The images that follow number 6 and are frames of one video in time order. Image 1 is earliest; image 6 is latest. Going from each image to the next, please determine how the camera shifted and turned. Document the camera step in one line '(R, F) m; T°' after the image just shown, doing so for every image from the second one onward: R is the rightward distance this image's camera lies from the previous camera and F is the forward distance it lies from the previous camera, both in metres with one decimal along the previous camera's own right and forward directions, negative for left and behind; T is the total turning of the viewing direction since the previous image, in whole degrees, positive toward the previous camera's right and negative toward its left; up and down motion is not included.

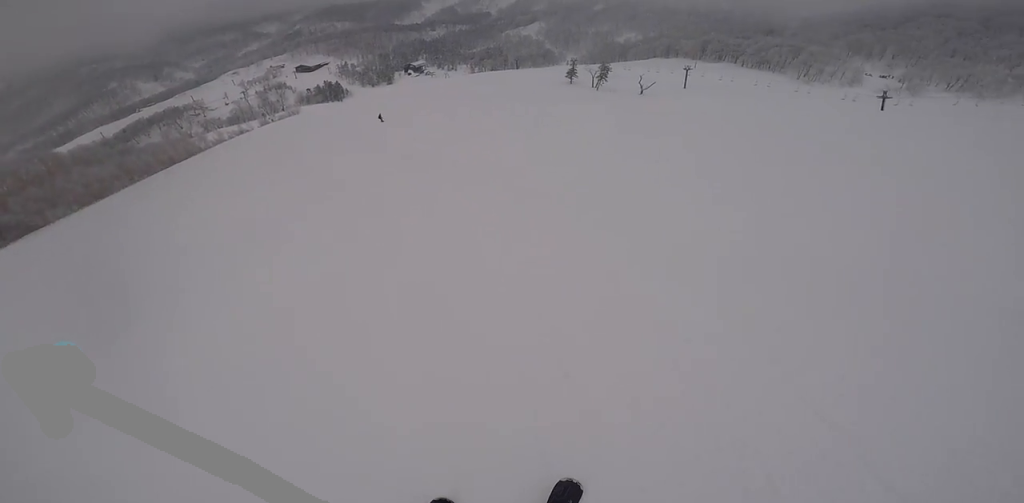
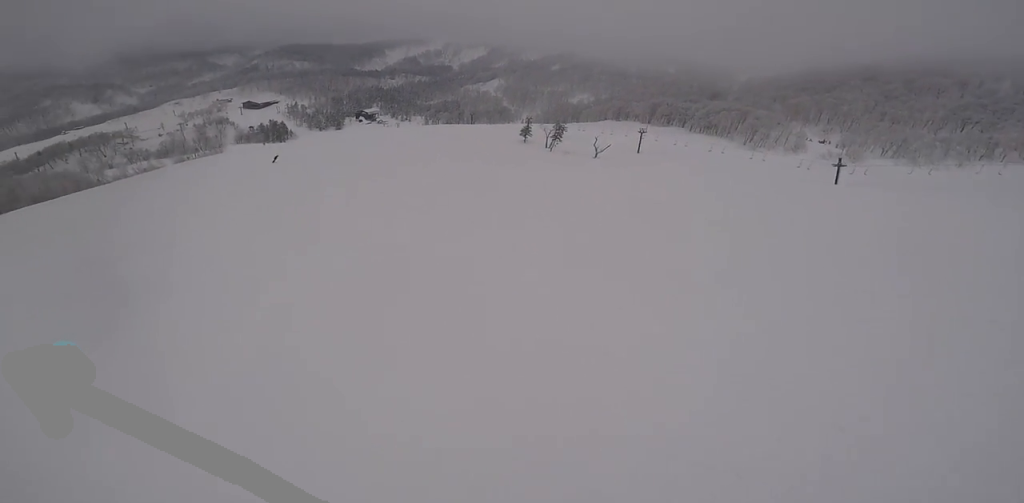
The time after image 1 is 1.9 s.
(+1.9, +14.8) m; -14°
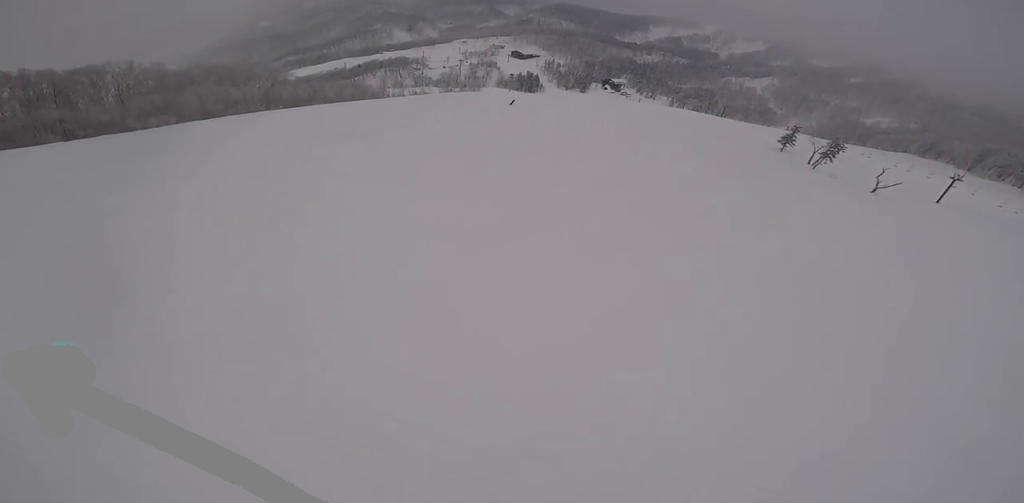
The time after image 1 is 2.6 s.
(-2.8, +5.1) m; -23°
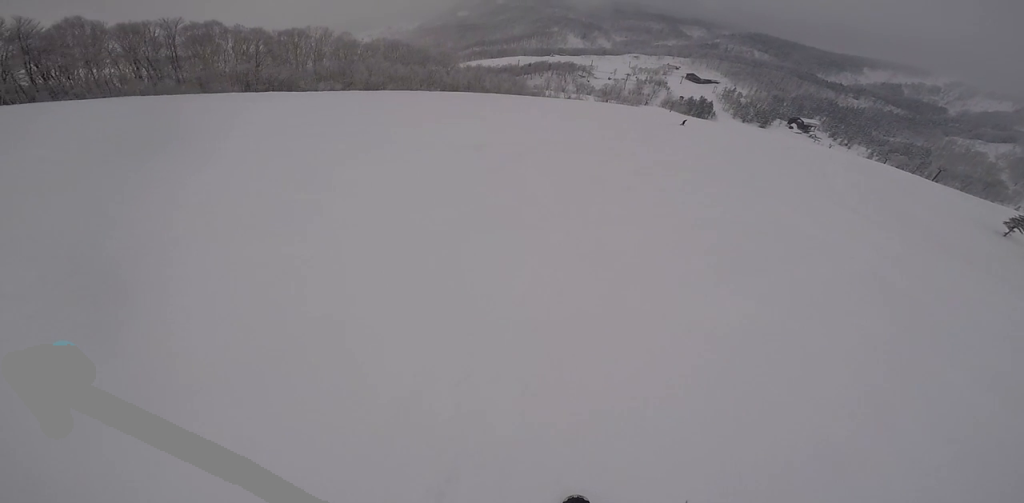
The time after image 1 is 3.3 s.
(-1.0, +5.8) m; -16°
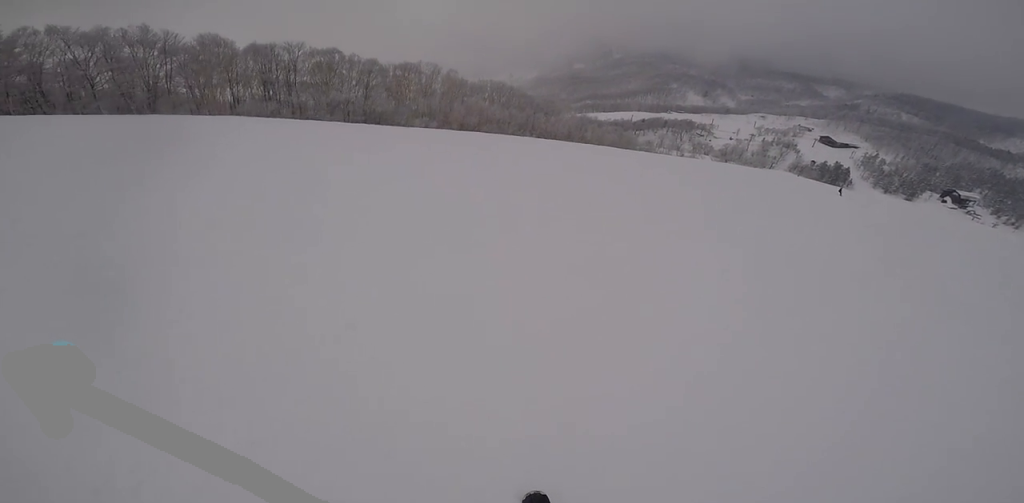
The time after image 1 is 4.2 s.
(-0.5, +6.9) m; -9°
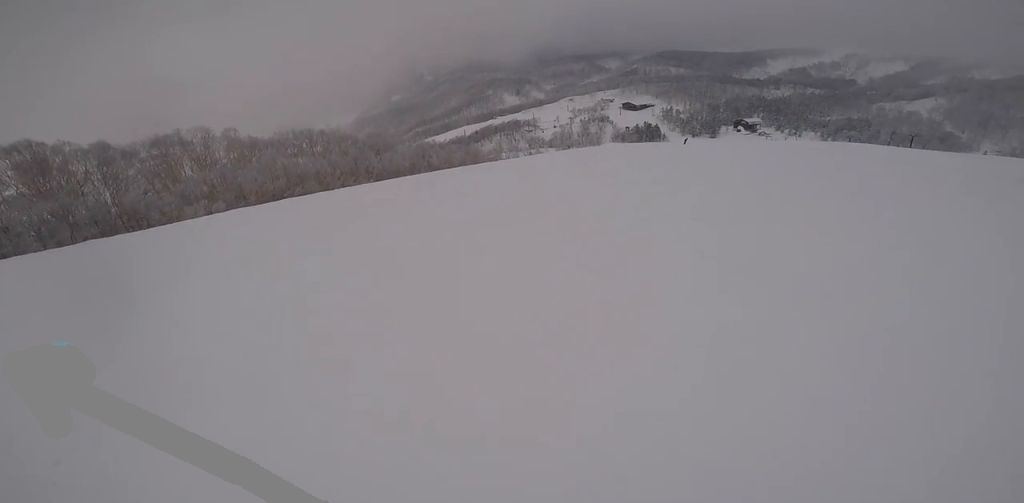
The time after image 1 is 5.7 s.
(+0.3, +12.5) m; +13°
